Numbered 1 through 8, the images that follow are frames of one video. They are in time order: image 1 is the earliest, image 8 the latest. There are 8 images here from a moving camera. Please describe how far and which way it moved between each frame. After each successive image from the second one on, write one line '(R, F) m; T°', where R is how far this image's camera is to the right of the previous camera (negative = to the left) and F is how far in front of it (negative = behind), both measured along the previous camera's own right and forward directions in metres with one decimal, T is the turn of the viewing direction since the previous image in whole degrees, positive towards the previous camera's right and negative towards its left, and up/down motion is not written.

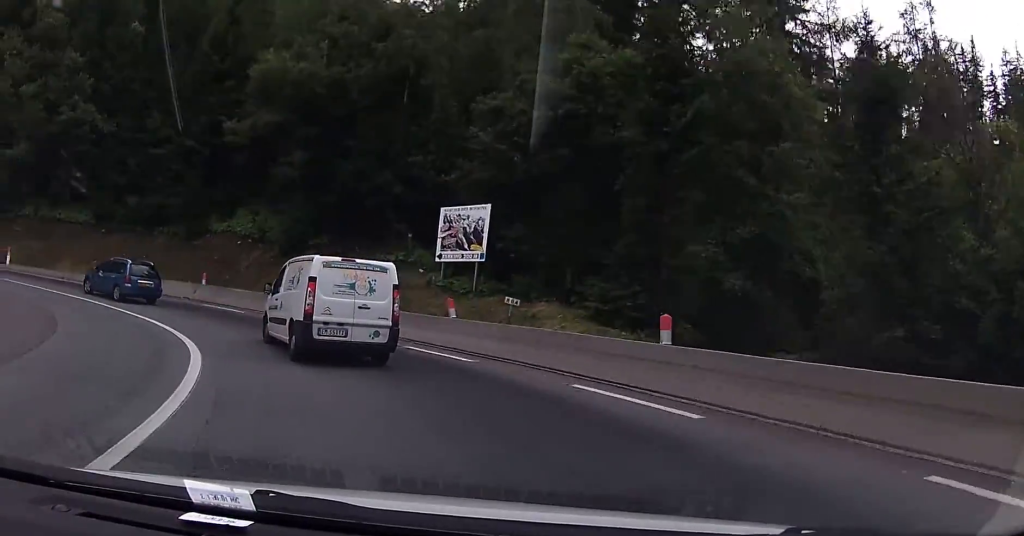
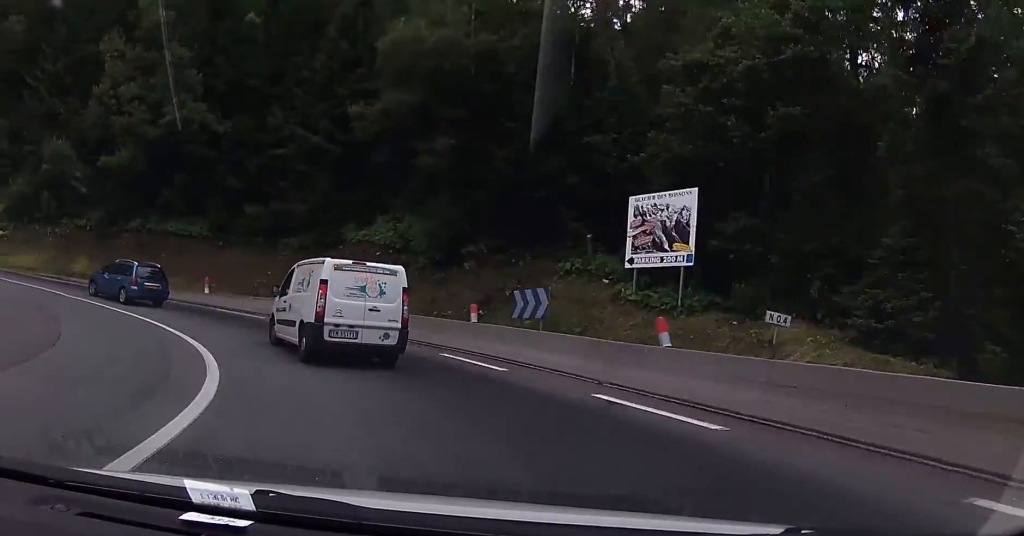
(-0.8, +6.6) m; -13°
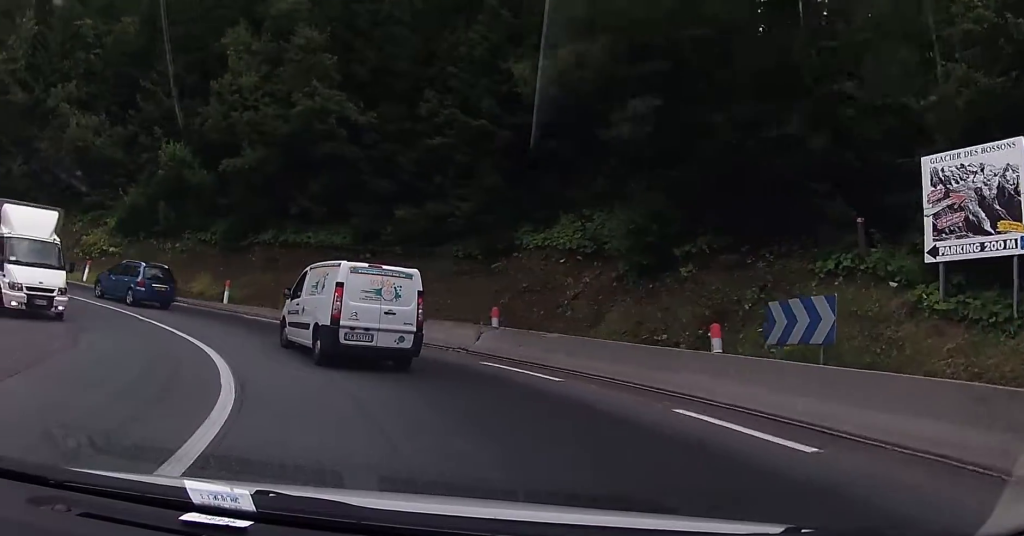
(-0.8, +6.9) m; -15°
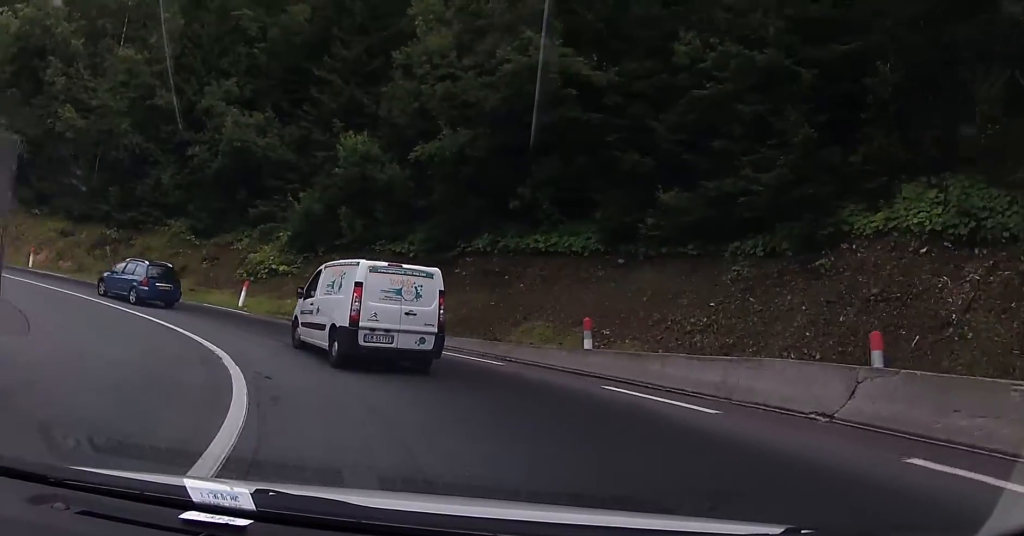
(-1.6, +8.6) m; -23°
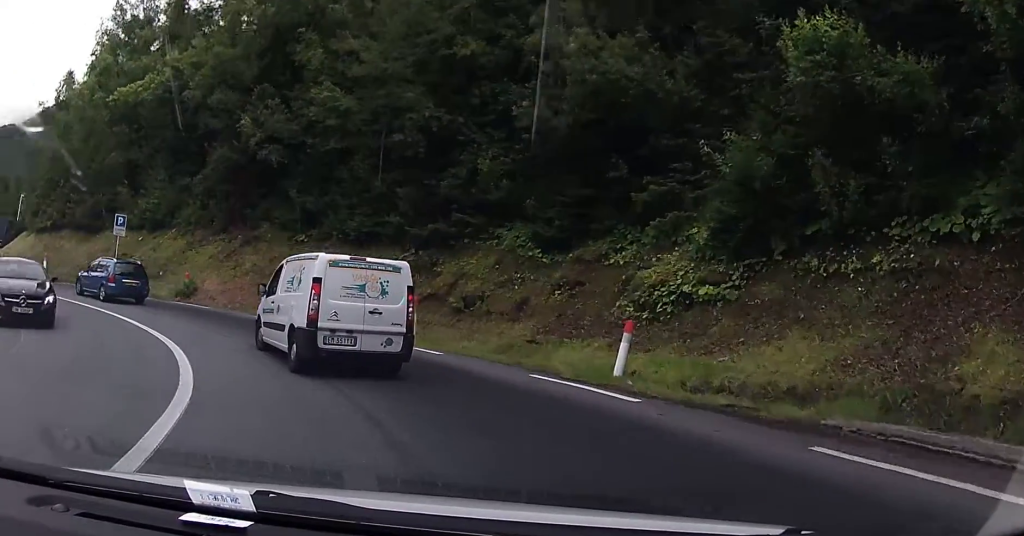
(-4.2, +15.3) m; -29°
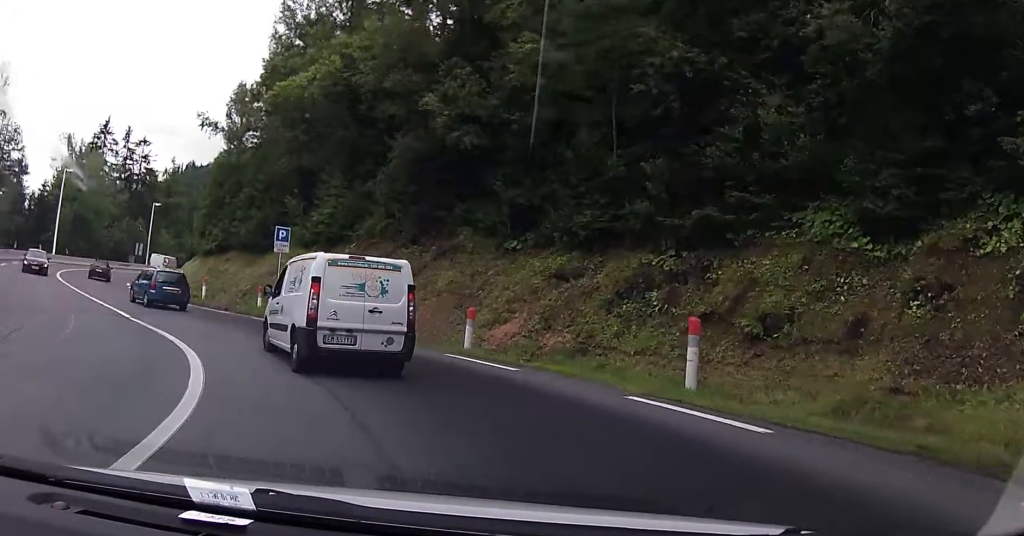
(-1.1, +8.3) m; -16°
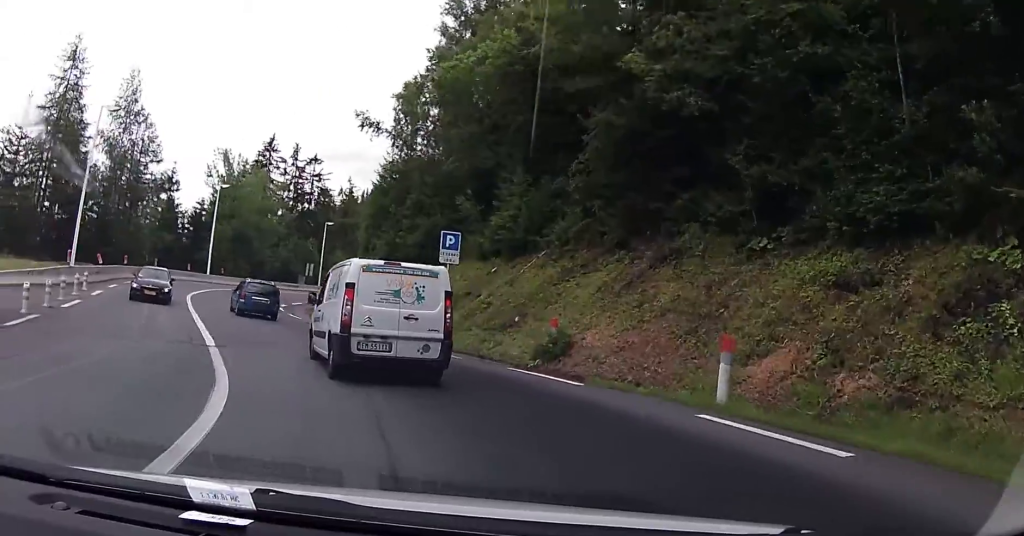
(-0.8, +6.5) m; -17°
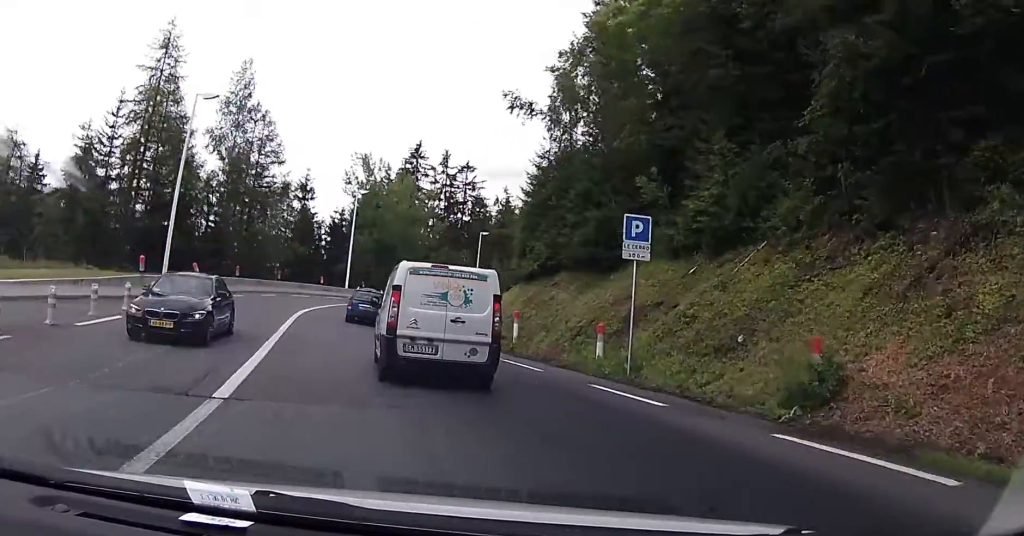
(-1.0, +6.6) m; -19°
